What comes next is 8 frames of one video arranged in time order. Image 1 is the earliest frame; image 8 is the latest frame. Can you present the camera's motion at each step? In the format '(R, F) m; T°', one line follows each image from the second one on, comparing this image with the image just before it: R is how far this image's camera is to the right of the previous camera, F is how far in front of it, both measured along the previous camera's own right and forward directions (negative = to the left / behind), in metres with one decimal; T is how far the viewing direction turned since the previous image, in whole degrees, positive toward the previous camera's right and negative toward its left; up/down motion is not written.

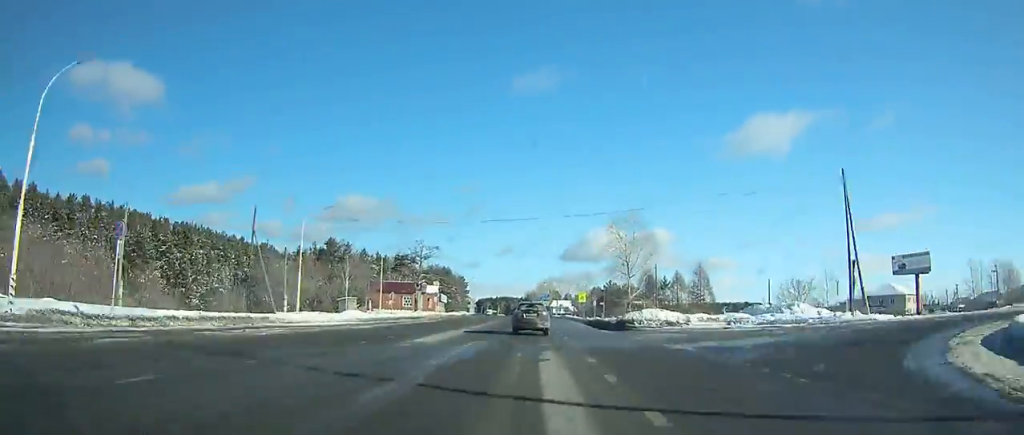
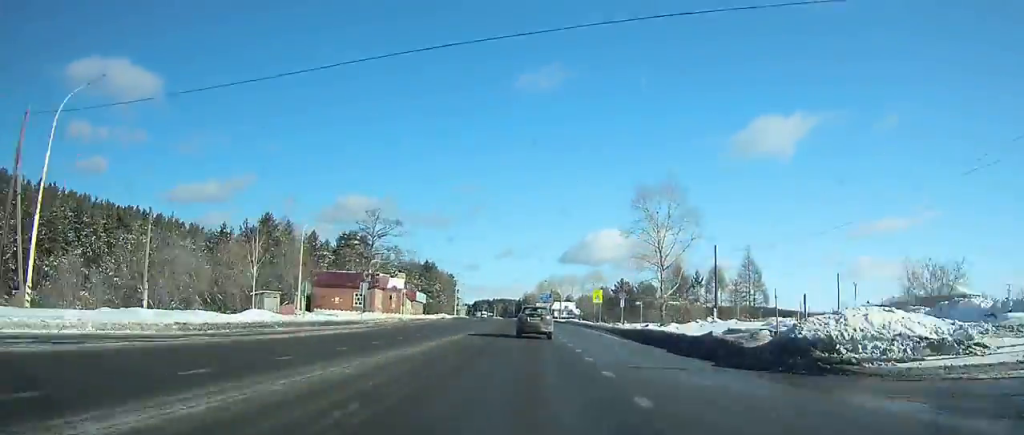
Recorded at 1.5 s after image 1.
(-0.1, +27.1) m; 0°
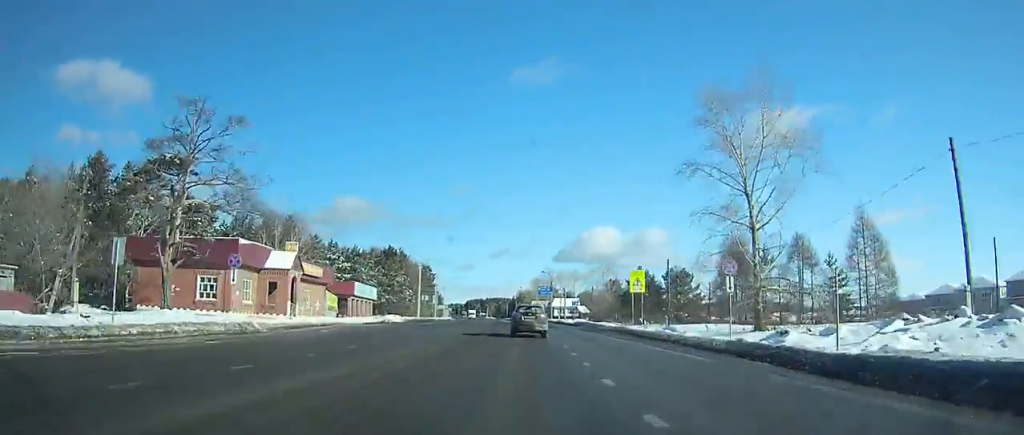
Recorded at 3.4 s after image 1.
(0.0, +34.6) m; 0°
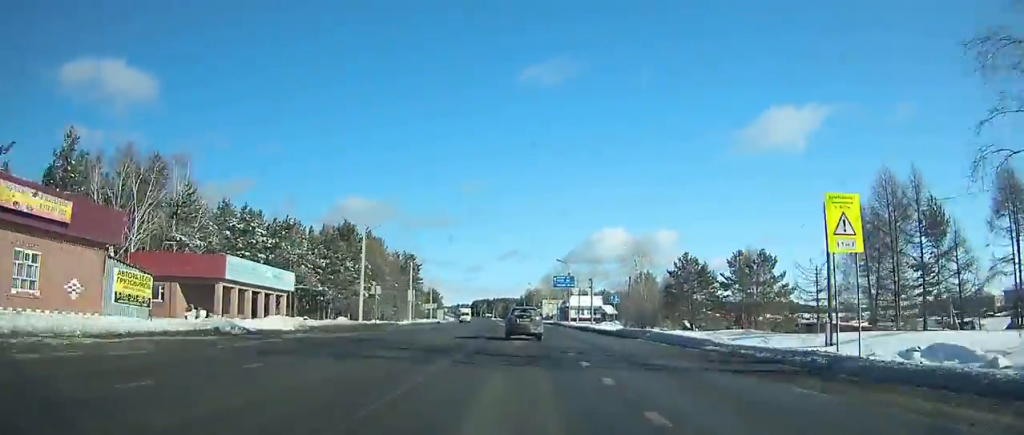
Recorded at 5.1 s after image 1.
(-0.1, +32.0) m; -1°
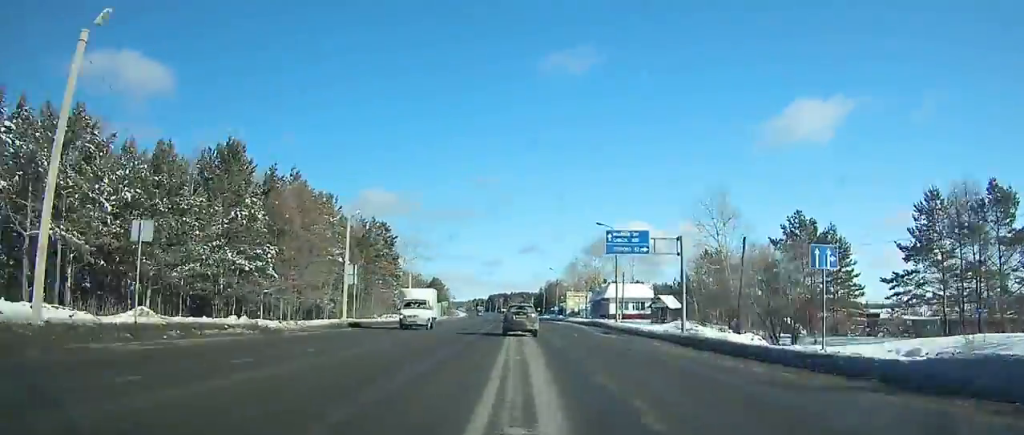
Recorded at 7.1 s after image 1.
(-0.3, +38.4) m; -1°
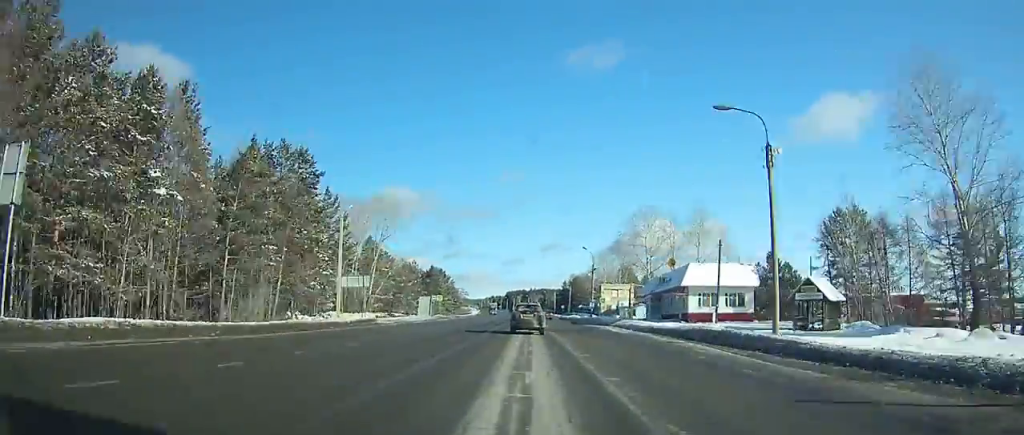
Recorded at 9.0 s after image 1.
(-0.6, +37.3) m; -1°
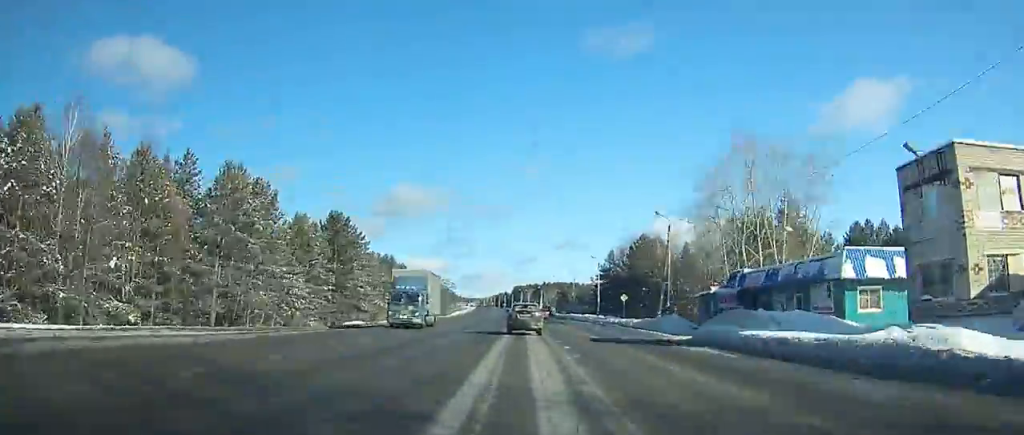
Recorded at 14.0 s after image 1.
(-1.5, +103.3) m; -2°
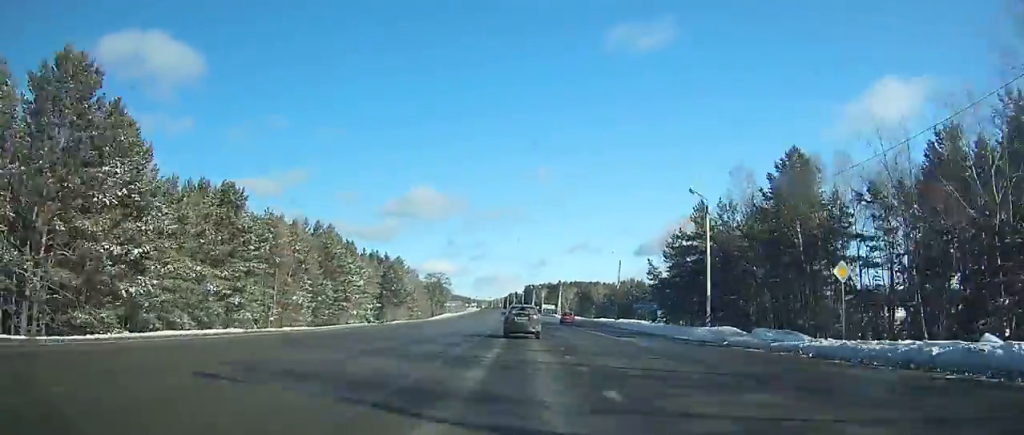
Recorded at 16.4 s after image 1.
(-0.5, +51.0) m; -1°
